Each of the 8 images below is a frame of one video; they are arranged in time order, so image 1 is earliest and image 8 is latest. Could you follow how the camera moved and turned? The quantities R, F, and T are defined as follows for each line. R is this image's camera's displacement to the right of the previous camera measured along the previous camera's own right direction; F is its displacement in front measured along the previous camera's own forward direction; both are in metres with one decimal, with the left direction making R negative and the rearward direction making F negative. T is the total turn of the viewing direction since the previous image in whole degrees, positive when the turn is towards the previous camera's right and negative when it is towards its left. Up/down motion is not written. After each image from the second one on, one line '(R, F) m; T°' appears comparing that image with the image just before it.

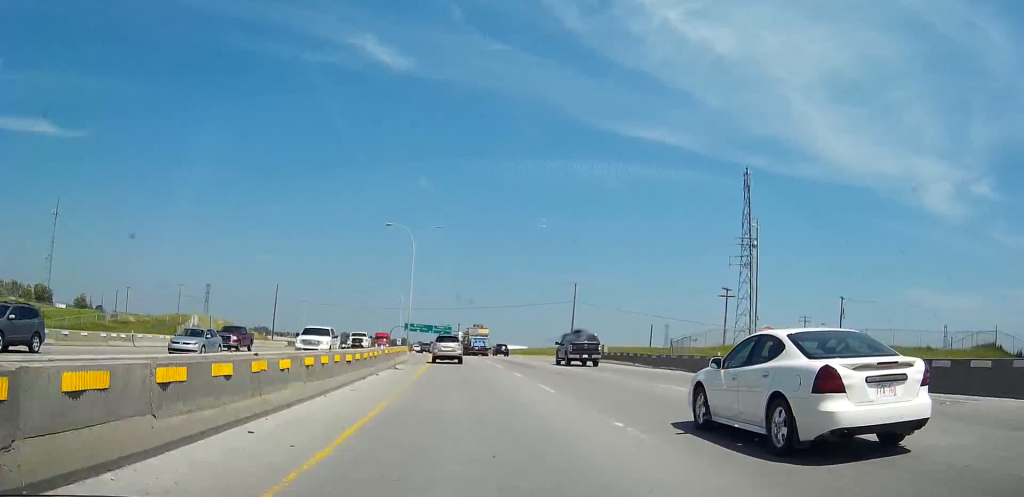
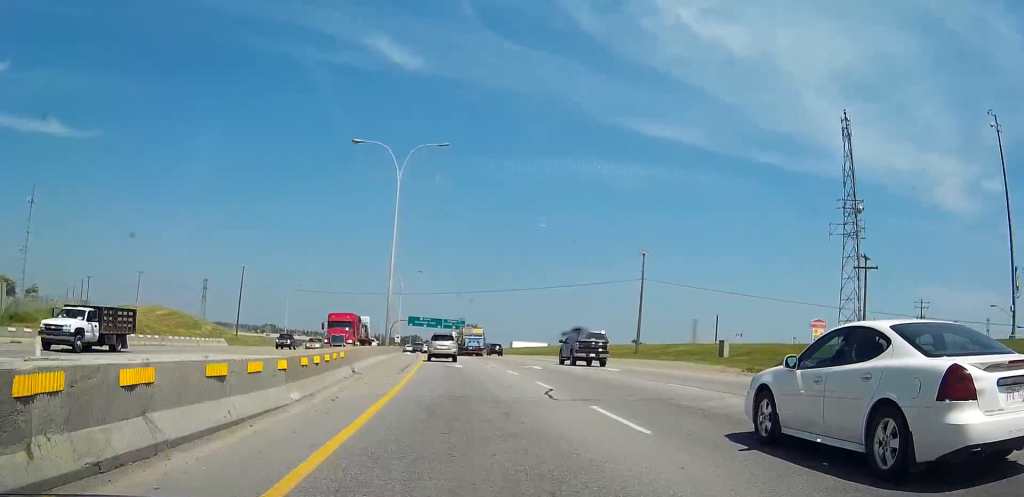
(0.0, +37.9) m; 0°
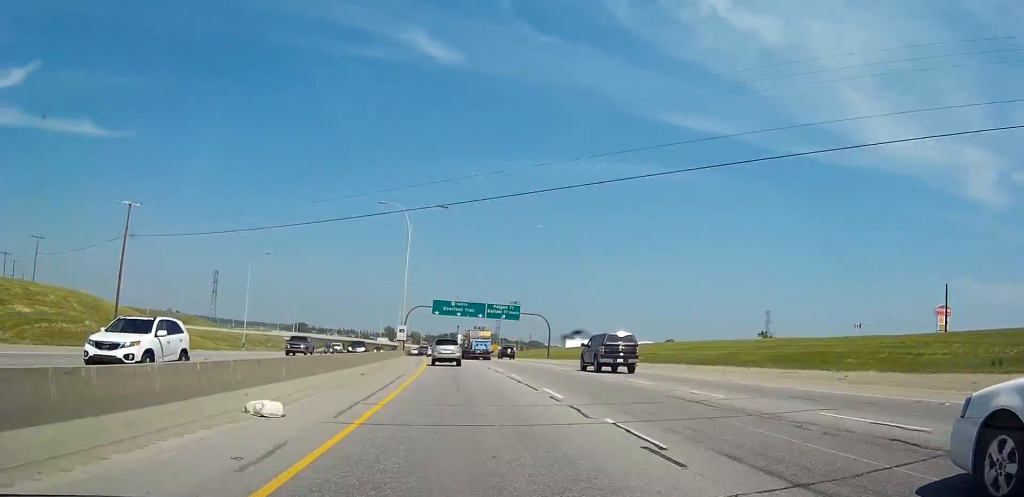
(0.0, +64.2) m; 0°
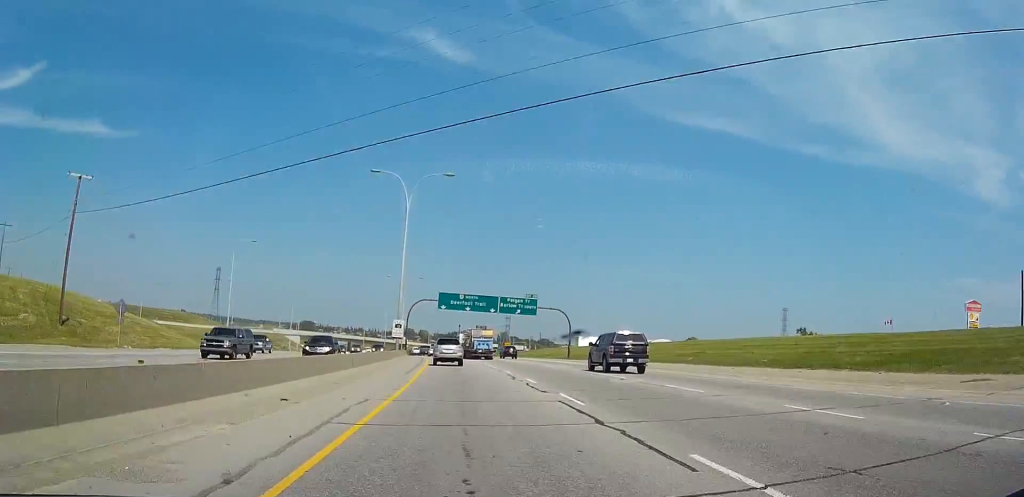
(0.0, +13.5) m; 0°
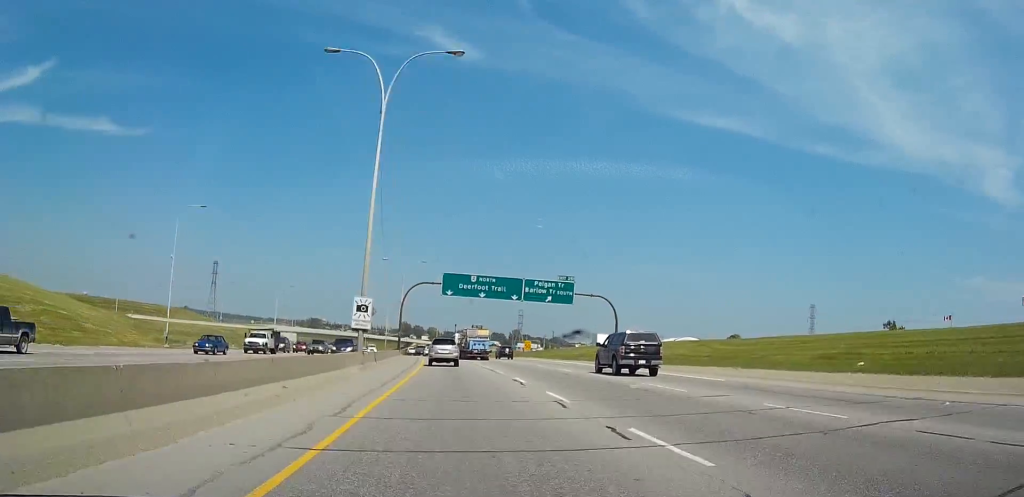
(0.0, +26.2) m; 0°
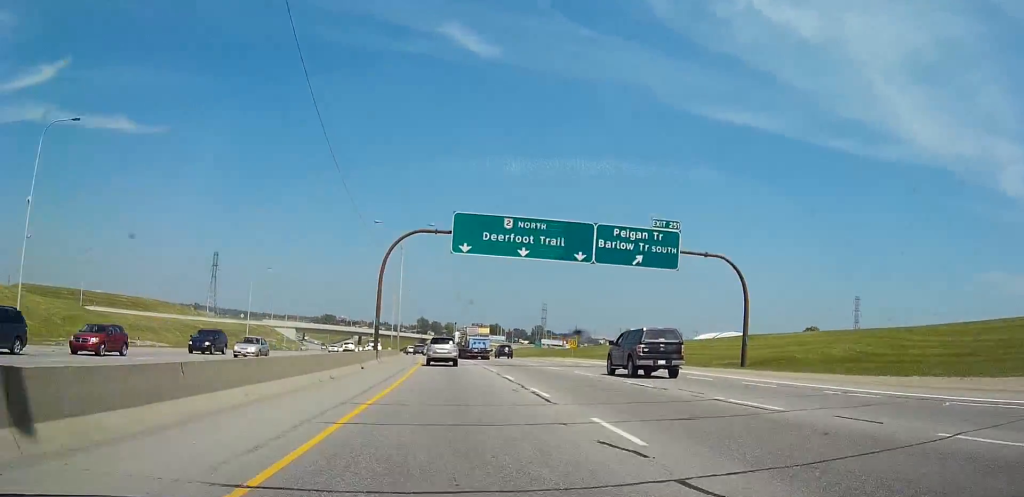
(0.0, +34.0) m; 0°
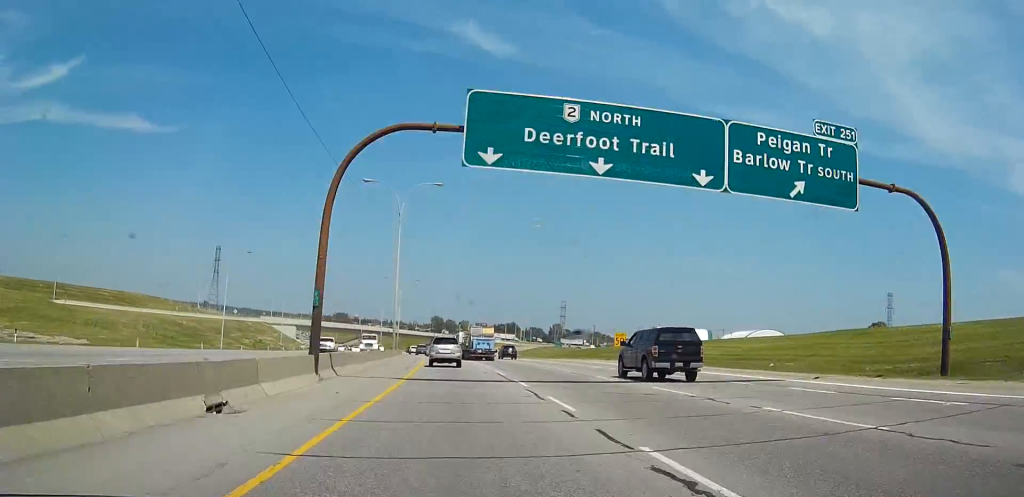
(+0.1, +21.7) m; -2°
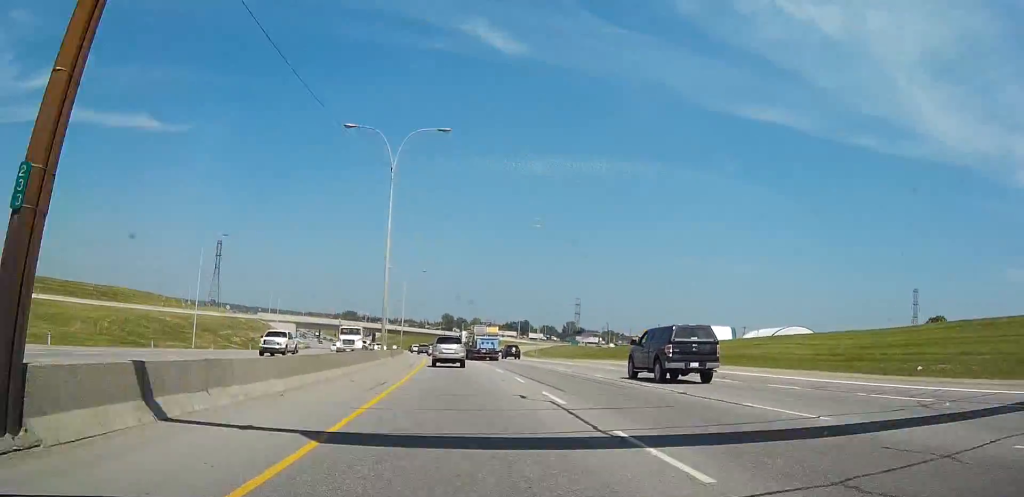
(-0.3, +16.3) m; -2°
